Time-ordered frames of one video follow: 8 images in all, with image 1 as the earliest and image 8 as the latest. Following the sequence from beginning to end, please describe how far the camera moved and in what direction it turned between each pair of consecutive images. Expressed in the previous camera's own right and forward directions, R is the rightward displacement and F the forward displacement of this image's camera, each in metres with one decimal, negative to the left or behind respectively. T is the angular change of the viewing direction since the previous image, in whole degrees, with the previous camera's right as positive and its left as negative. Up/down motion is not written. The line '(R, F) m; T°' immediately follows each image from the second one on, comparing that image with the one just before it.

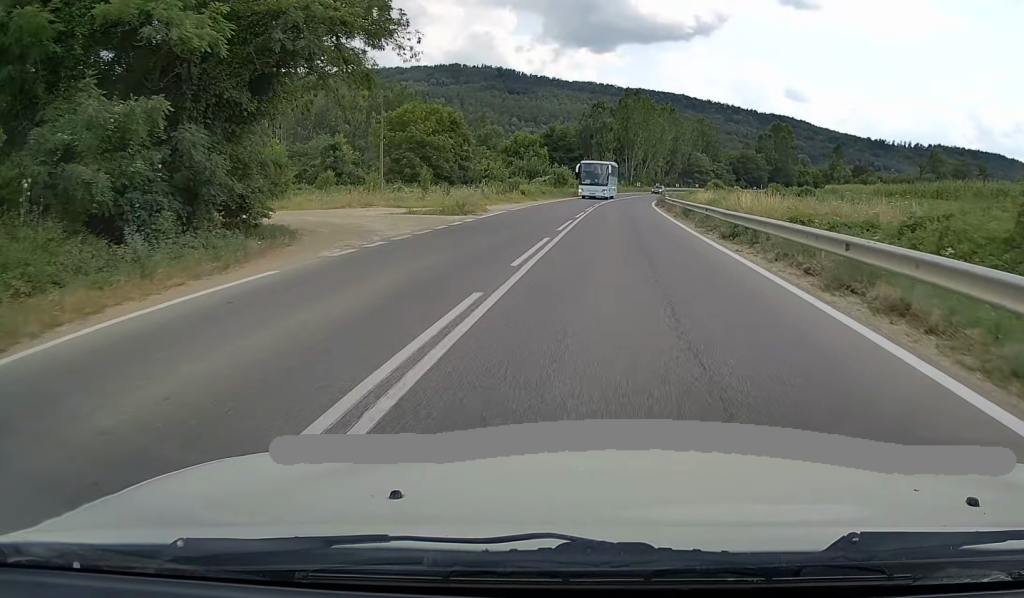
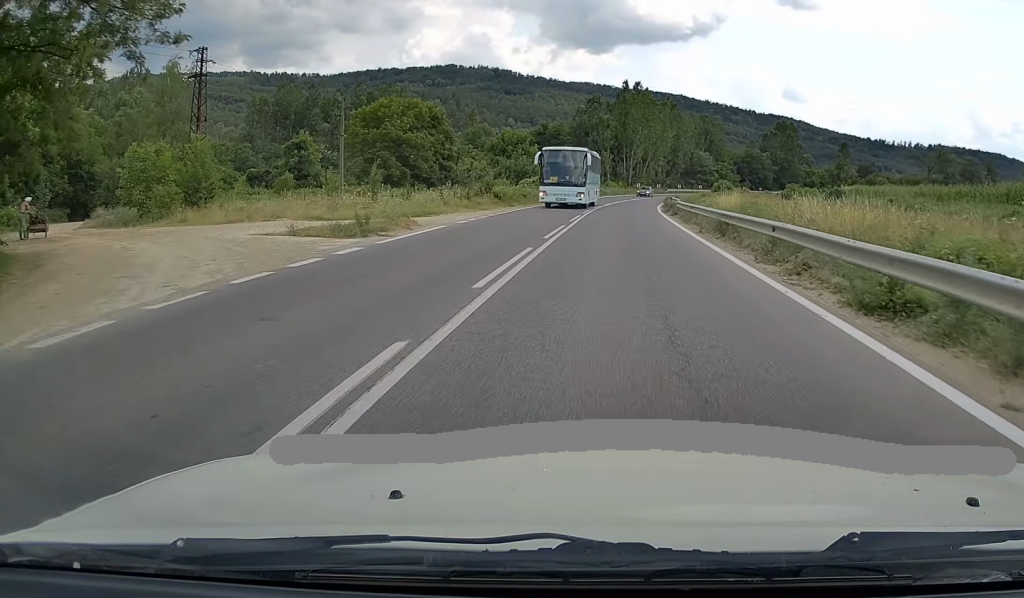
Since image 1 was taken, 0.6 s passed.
(+0.2, +11.6) m; 0°
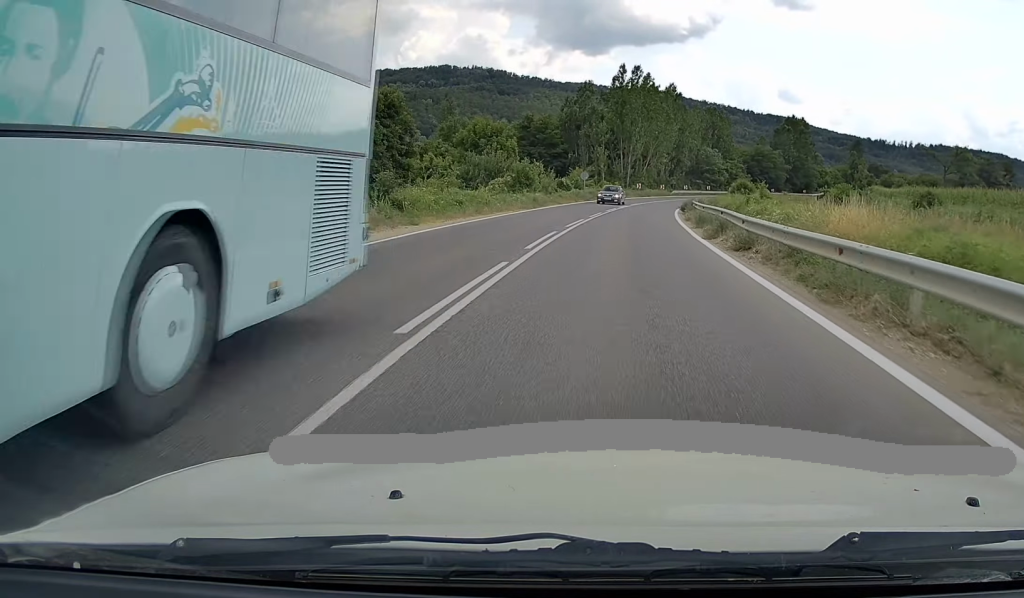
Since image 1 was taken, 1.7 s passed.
(0.0, +21.0) m; 0°
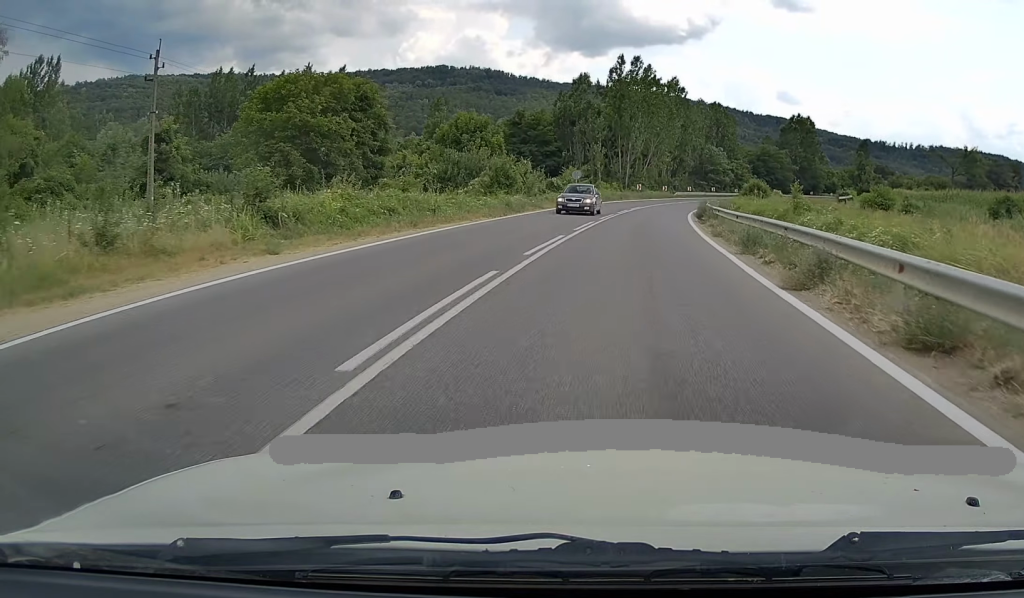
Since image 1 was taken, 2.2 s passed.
(0.0, +10.1) m; +1°
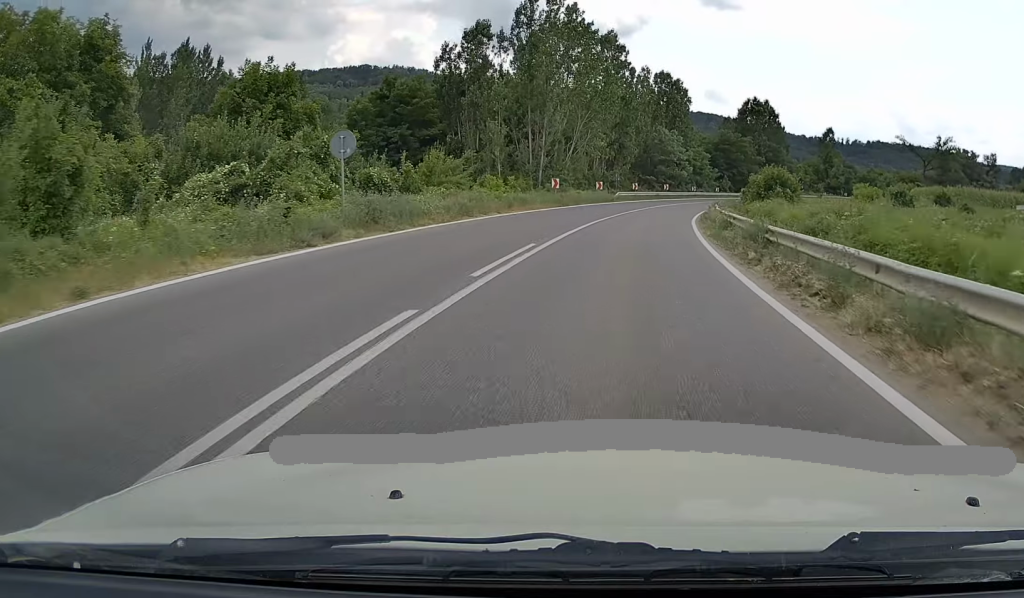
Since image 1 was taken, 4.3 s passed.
(+1.9, +39.1) m; +5°
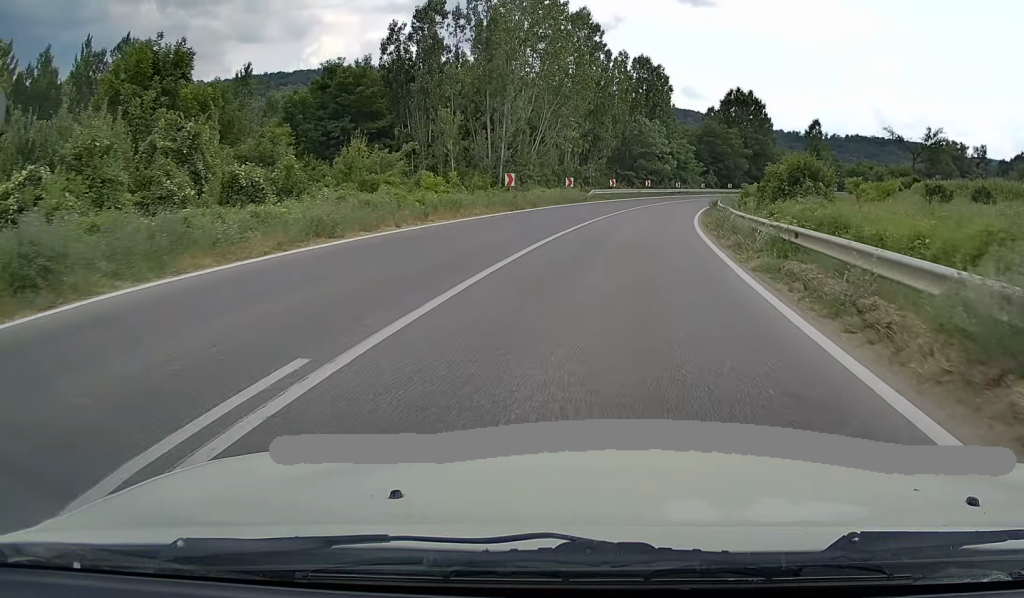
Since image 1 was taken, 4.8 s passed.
(0.0, +11.3) m; +2°
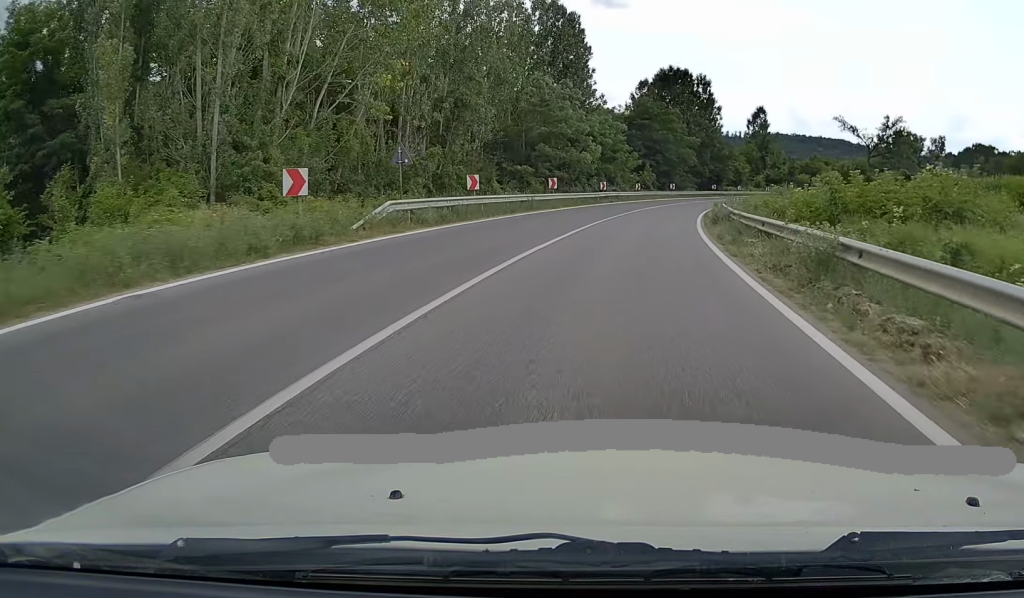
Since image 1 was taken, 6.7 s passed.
(+2.3, +36.2) m; +7°
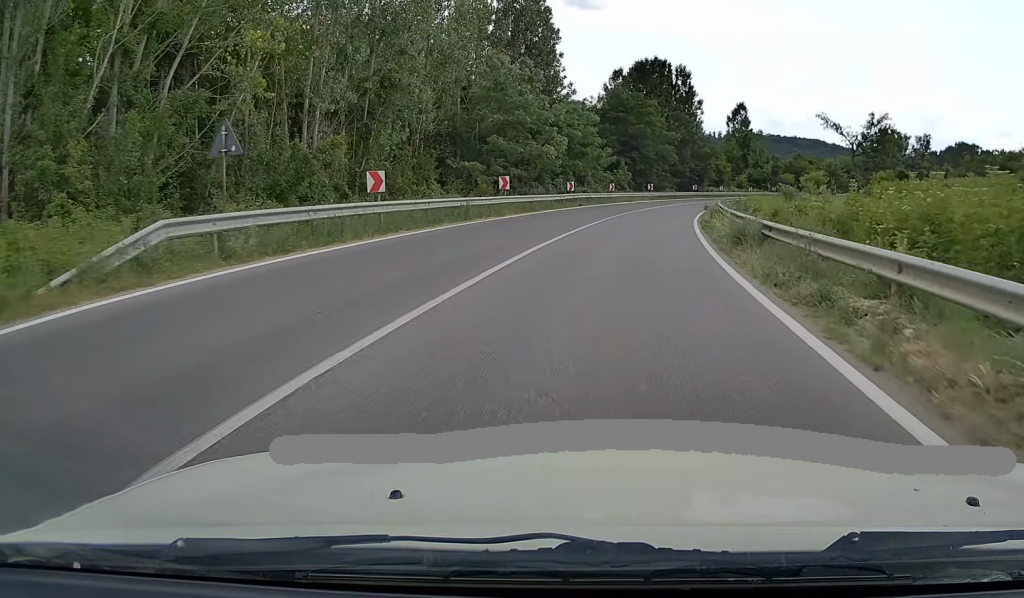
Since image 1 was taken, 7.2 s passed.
(+0.1, +10.0) m; +2°
